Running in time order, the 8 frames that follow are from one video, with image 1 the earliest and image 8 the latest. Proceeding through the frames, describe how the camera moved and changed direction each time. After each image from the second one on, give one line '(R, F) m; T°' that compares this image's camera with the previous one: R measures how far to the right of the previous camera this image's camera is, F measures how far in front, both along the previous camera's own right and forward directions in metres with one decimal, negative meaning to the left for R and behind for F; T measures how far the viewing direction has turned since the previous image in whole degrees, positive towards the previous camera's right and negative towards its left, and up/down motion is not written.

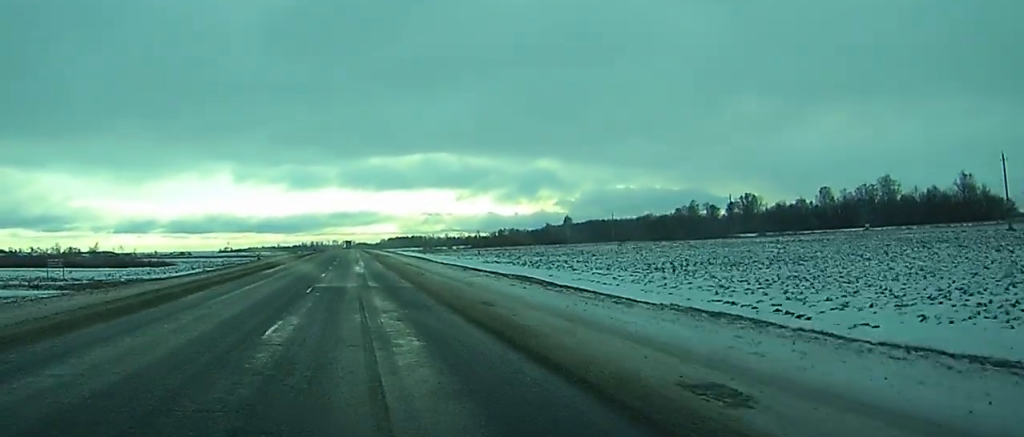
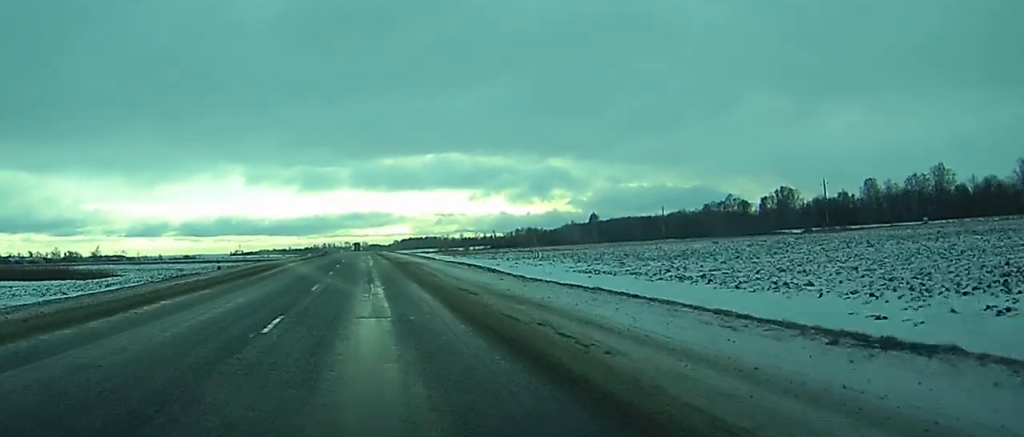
(-0.1, +37.4) m; 0°
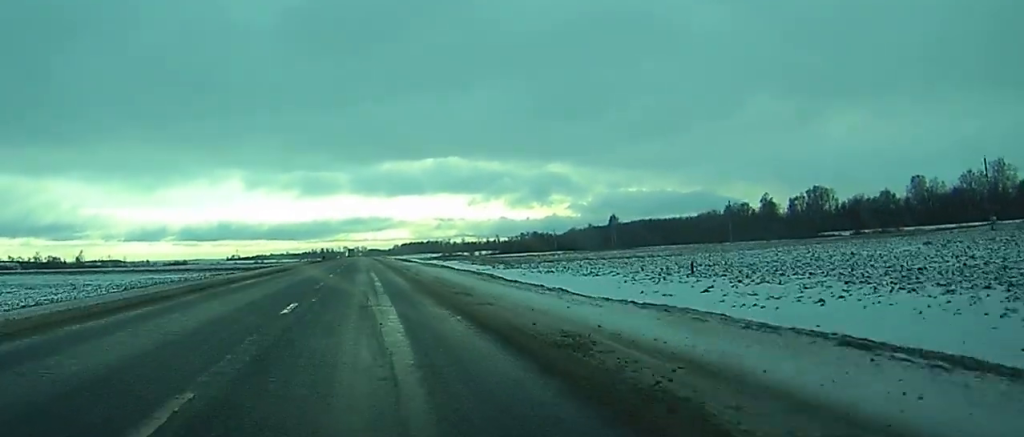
(-0.3, +44.5) m; 0°
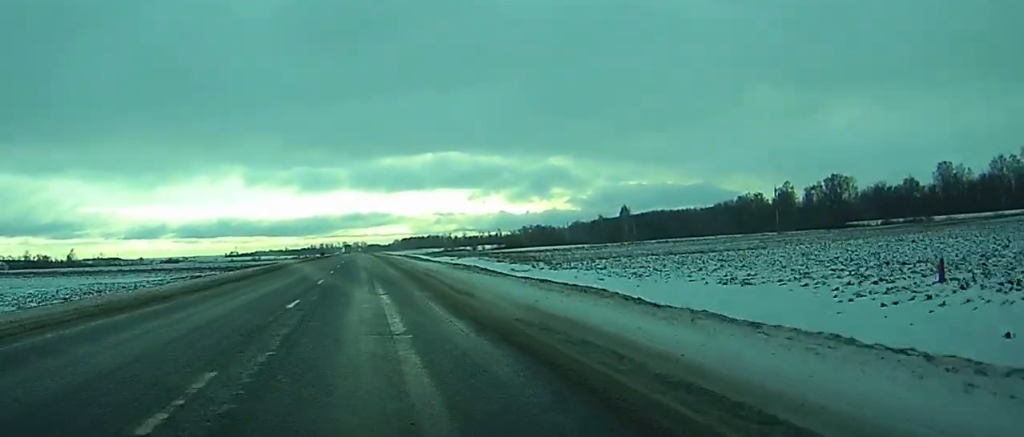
(0.0, +22.5) m; 0°
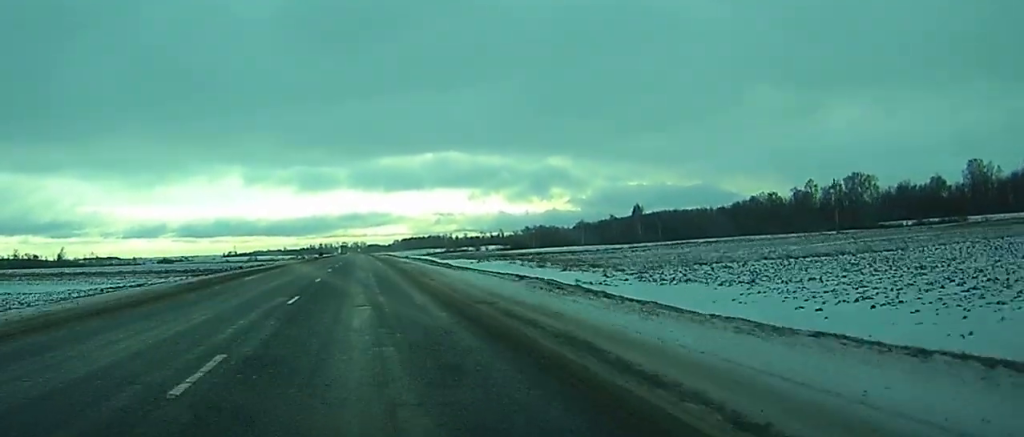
(-0.1, +22.6) m; 0°
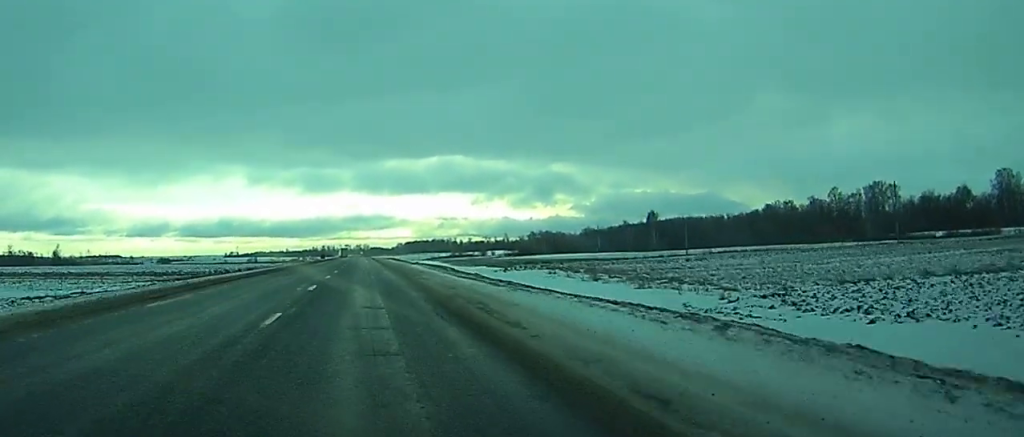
(0.0, +17.2) m; 0°
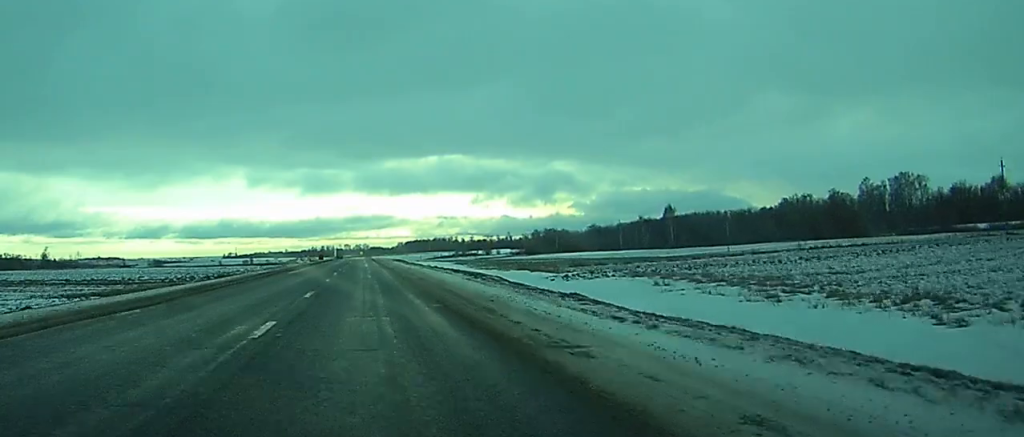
(0.0, +25.5) m; 0°
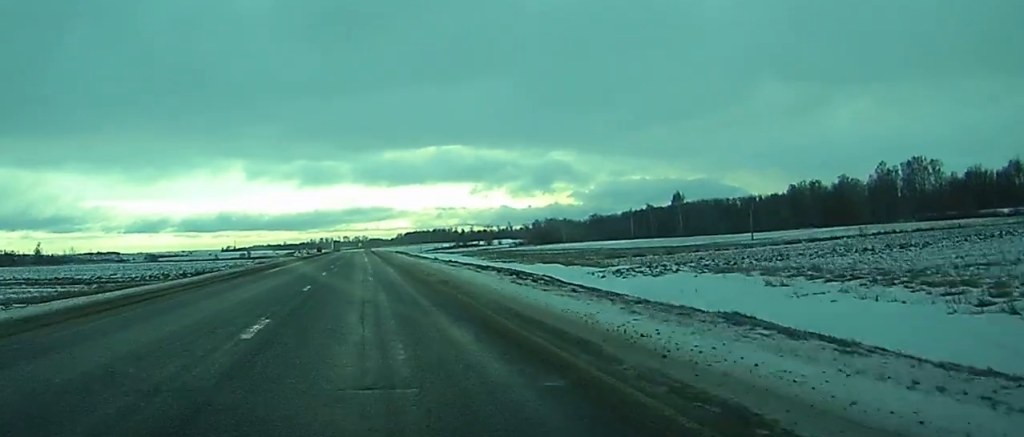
(0.0, +12.7) m; 0°
